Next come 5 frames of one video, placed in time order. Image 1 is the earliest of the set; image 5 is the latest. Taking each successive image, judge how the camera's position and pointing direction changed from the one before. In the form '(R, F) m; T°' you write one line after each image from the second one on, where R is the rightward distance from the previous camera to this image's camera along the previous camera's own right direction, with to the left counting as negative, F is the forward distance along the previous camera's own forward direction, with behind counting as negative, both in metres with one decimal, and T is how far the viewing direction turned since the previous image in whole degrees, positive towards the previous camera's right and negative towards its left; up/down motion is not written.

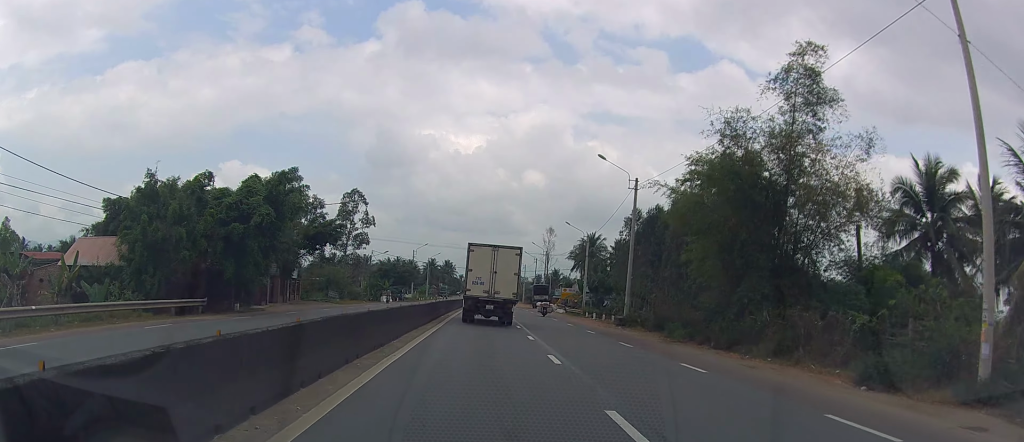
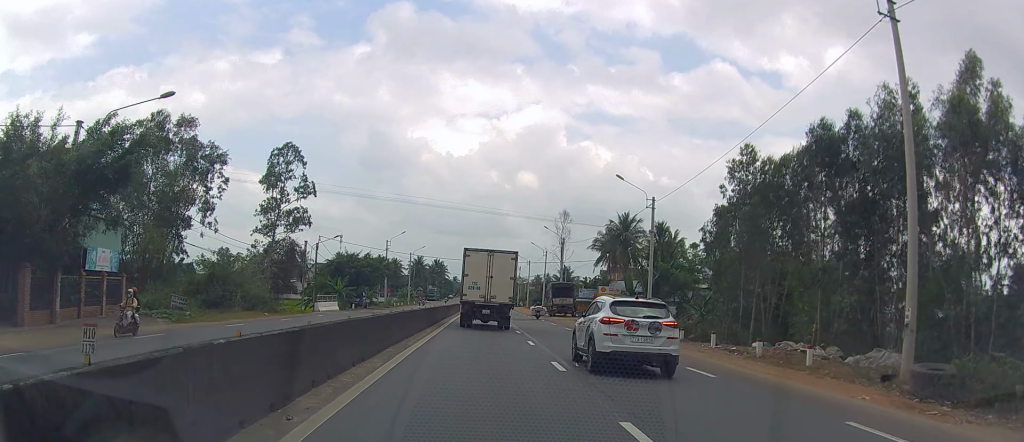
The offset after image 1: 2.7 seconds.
(-1.3, +32.8) m; -2°
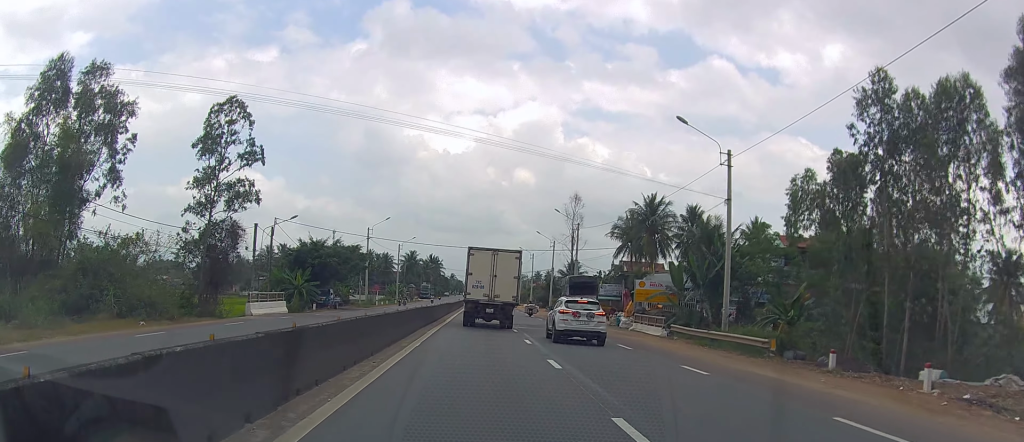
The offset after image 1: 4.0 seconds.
(0.0, +15.9) m; 0°
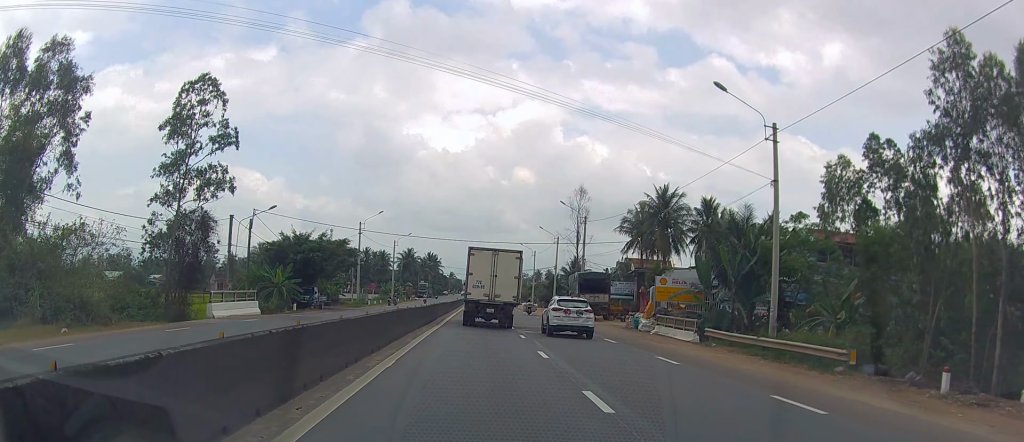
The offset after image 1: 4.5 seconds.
(0.0, +5.7) m; 0°
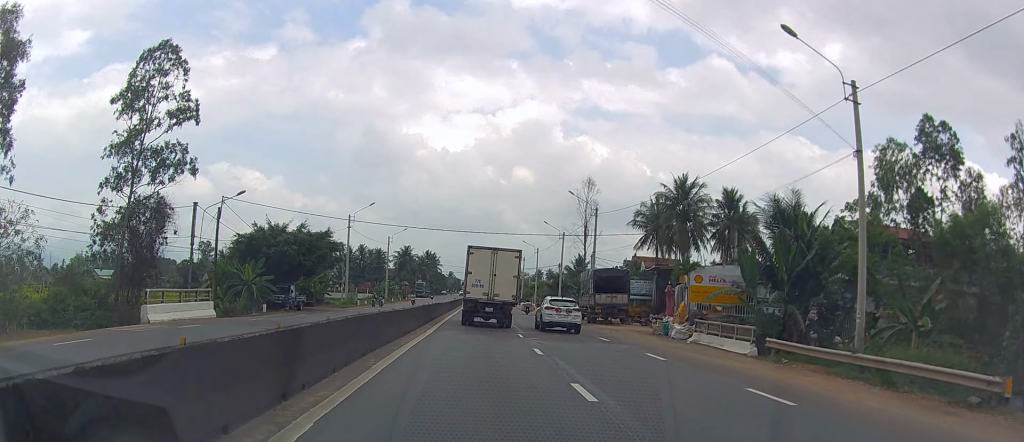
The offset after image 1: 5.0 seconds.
(0.0, +6.9) m; 0°
